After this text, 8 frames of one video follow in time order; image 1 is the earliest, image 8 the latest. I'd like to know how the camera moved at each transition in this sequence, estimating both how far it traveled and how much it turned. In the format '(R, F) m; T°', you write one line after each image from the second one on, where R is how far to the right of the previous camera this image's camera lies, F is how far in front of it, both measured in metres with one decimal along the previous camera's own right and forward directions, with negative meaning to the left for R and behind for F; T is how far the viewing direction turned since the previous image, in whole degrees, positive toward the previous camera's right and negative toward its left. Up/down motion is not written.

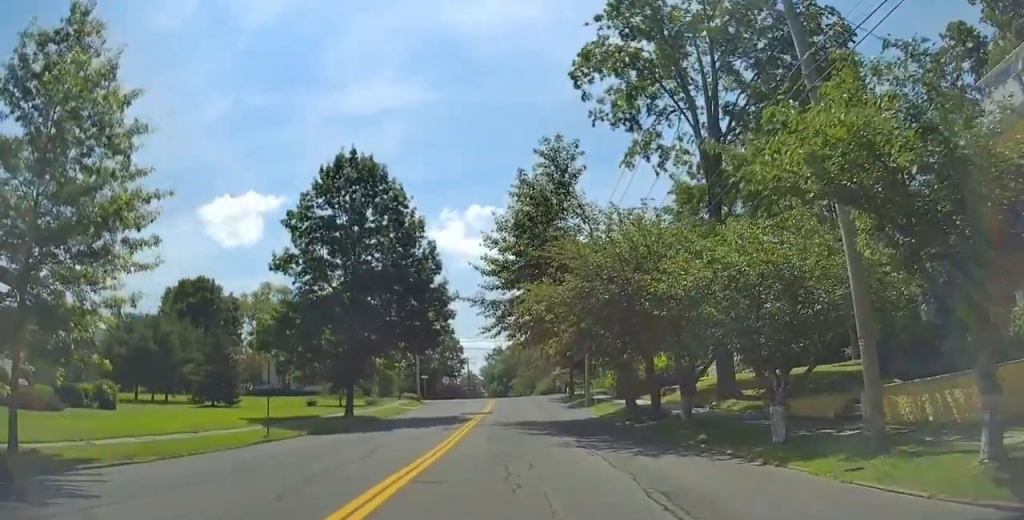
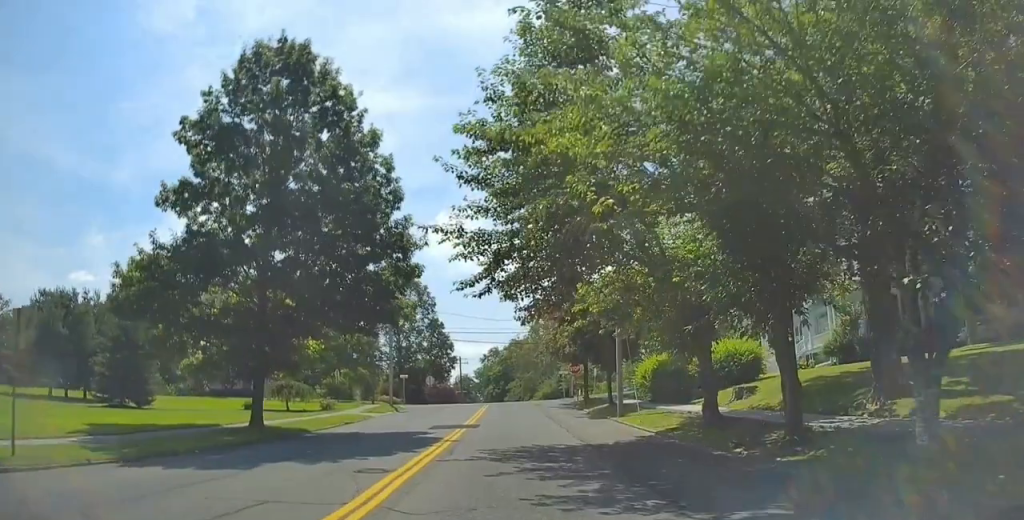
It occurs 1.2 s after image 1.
(-0.2, +14.6) m; 0°
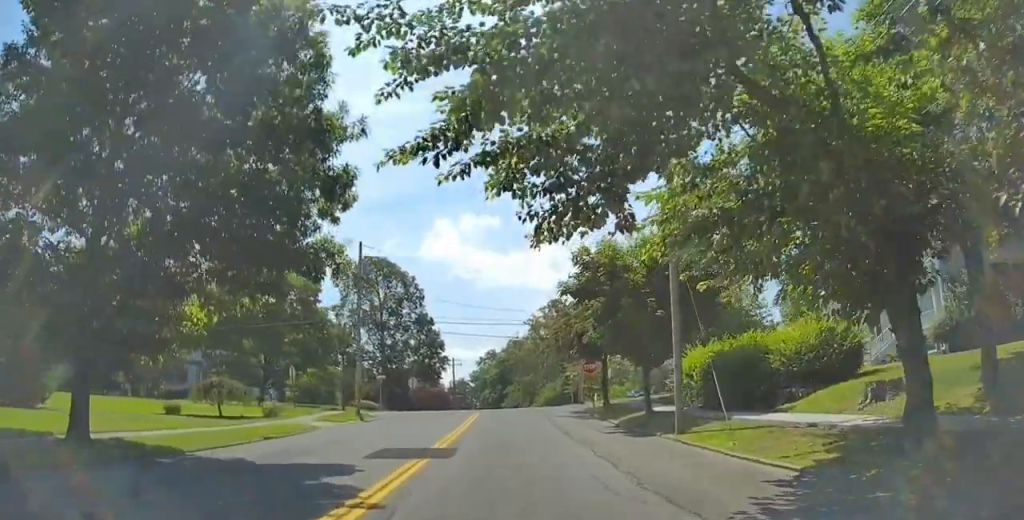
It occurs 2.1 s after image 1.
(+0.2, +11.3) m; 0°
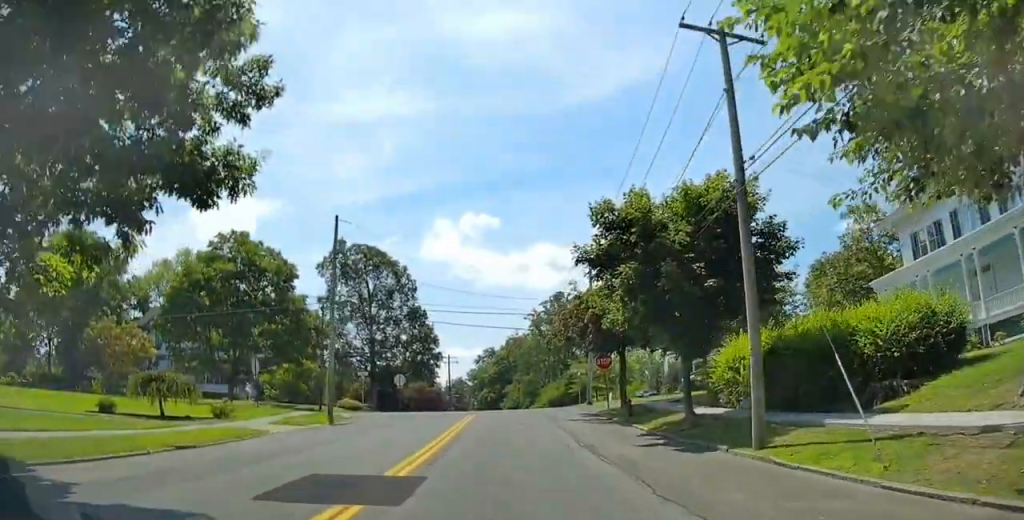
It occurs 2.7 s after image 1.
(+0.2, +6.9) m; -1°
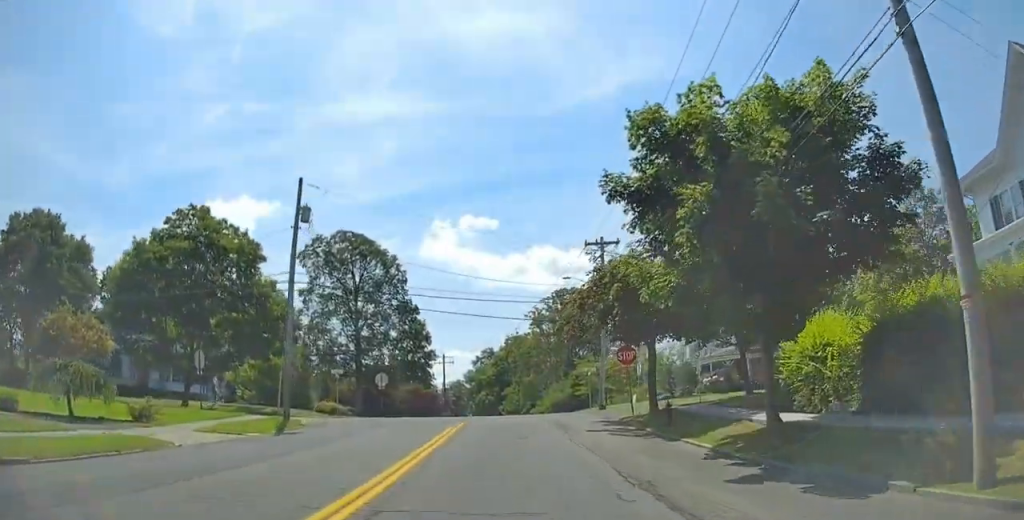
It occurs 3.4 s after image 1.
(-0.5, +7.8) m; -1°
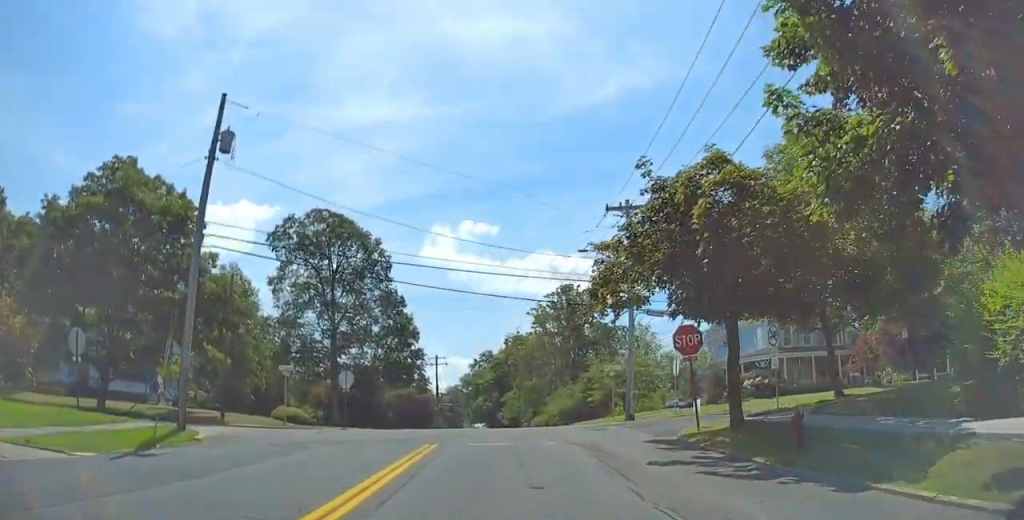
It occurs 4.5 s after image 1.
(+0.3, +10.6) m; +3°
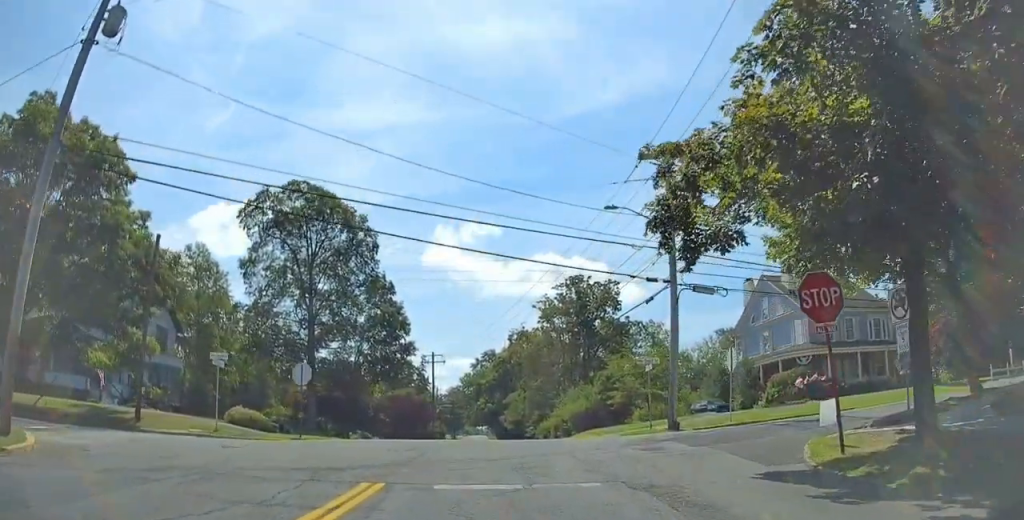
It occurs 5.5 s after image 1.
(+0.2, +8.6) m; 0°
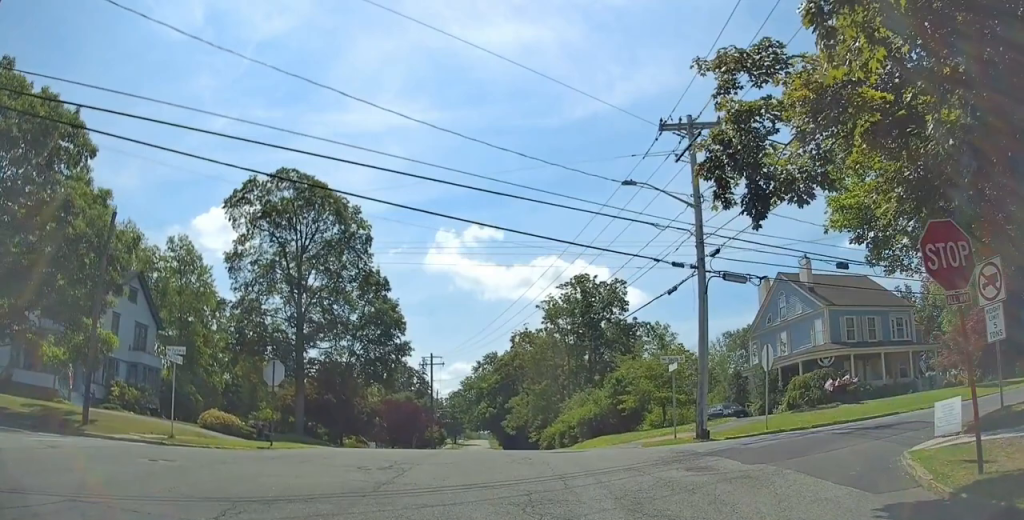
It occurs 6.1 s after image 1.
(-0.1, +4.1) m; -2°
